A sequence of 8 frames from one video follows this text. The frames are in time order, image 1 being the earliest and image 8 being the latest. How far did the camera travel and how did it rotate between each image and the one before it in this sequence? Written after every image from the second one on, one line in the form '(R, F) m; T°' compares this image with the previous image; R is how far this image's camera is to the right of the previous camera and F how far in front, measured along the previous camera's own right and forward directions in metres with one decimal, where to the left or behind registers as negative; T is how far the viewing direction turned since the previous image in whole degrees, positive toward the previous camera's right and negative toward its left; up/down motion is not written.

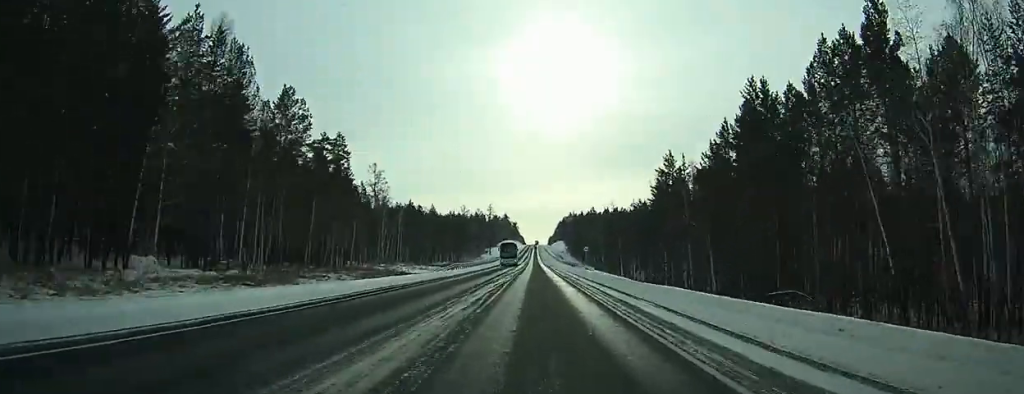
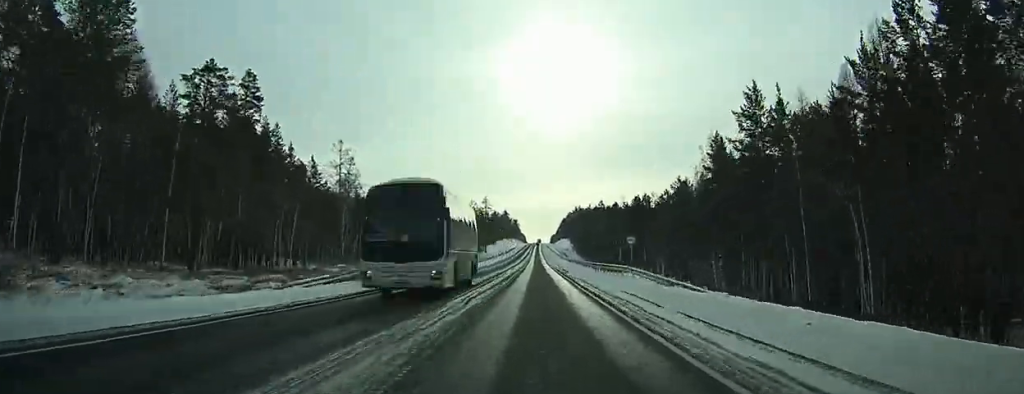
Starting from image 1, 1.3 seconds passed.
(0.0, +35.0) m; 0°
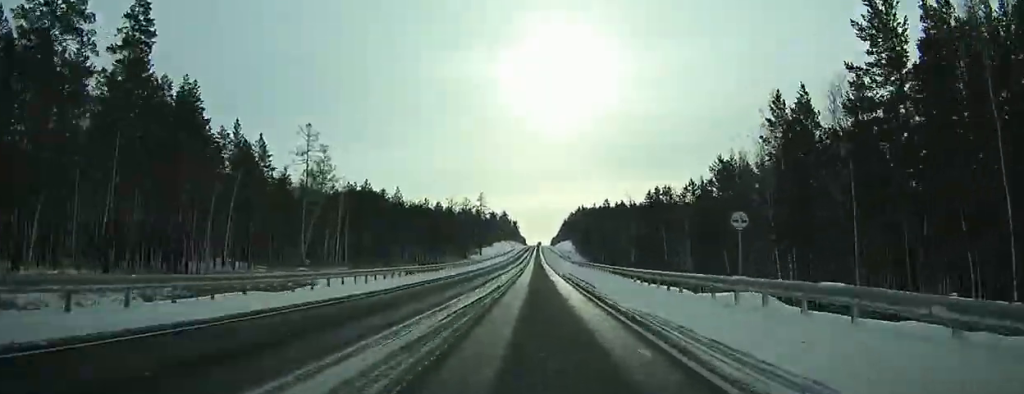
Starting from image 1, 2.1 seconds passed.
(0.0, +23.0) m; 0°
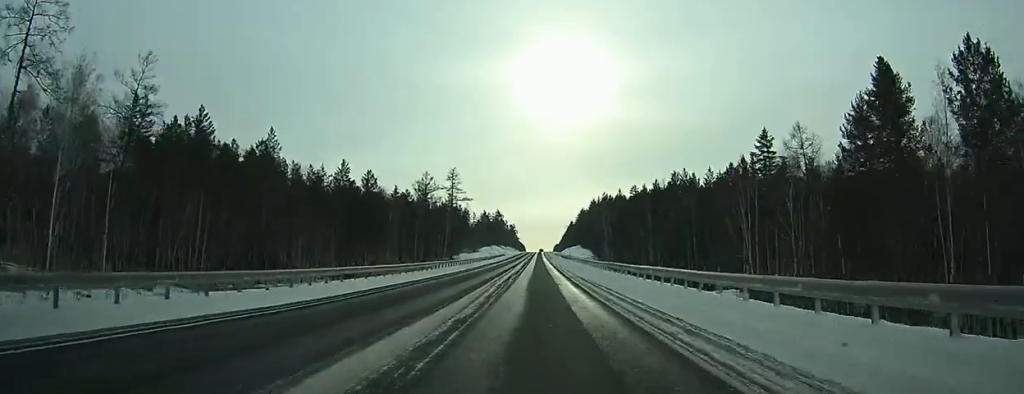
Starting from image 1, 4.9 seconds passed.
(0.0, +84.8) m; 0°
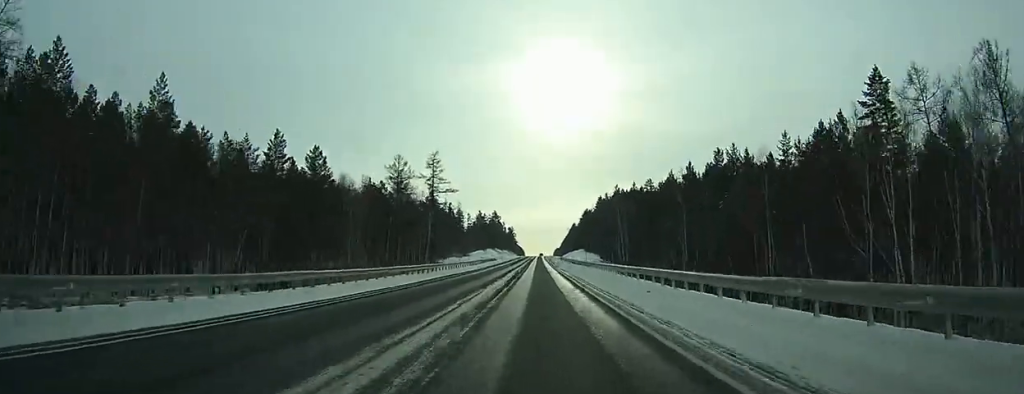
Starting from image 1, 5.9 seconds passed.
(0.0, +28.7) m; 0°
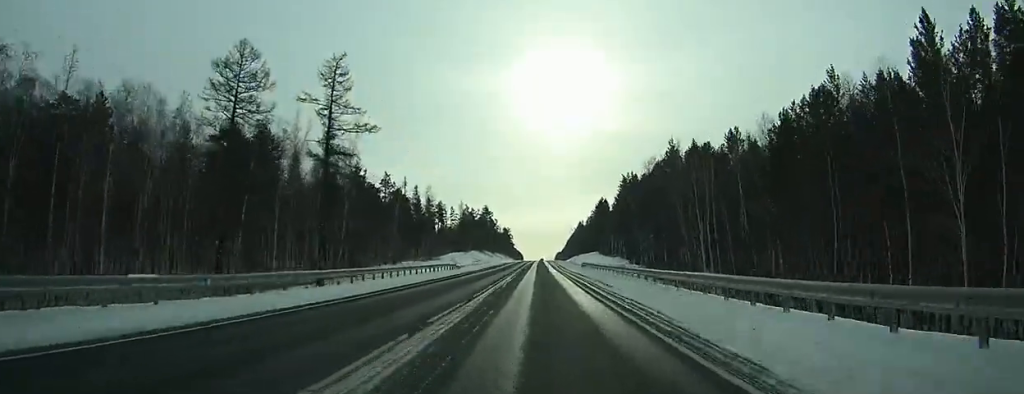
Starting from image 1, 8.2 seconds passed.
(+0.1, +60.9) m; 0°
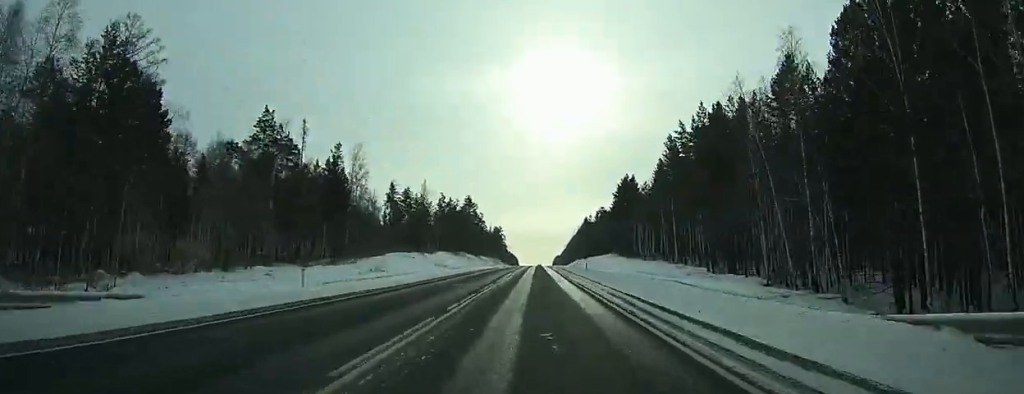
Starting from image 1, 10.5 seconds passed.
(+0.1, +56.8) m; 0°
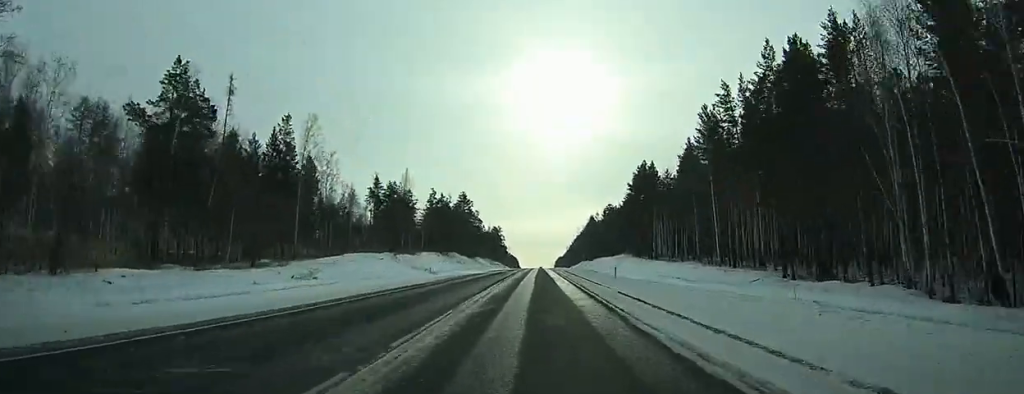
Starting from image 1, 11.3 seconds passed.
(0.0, +19.5) m; 0°
